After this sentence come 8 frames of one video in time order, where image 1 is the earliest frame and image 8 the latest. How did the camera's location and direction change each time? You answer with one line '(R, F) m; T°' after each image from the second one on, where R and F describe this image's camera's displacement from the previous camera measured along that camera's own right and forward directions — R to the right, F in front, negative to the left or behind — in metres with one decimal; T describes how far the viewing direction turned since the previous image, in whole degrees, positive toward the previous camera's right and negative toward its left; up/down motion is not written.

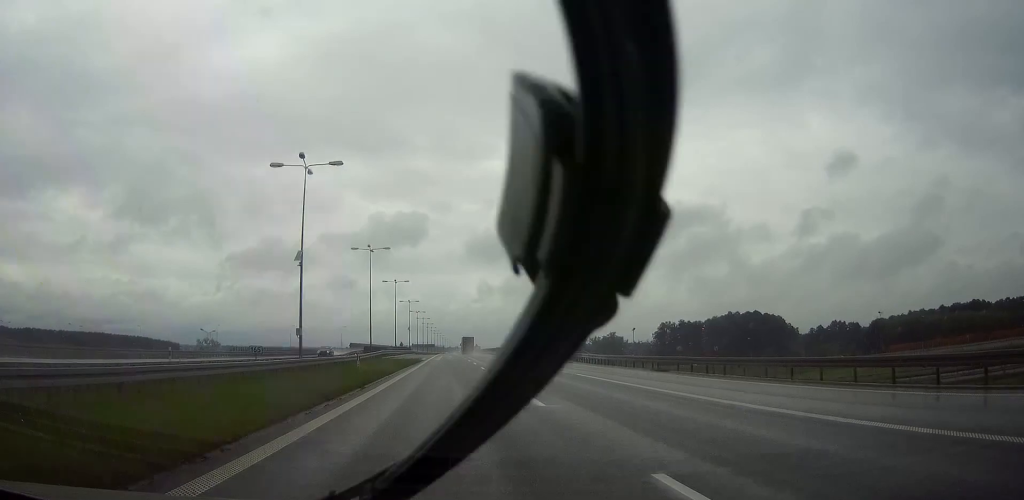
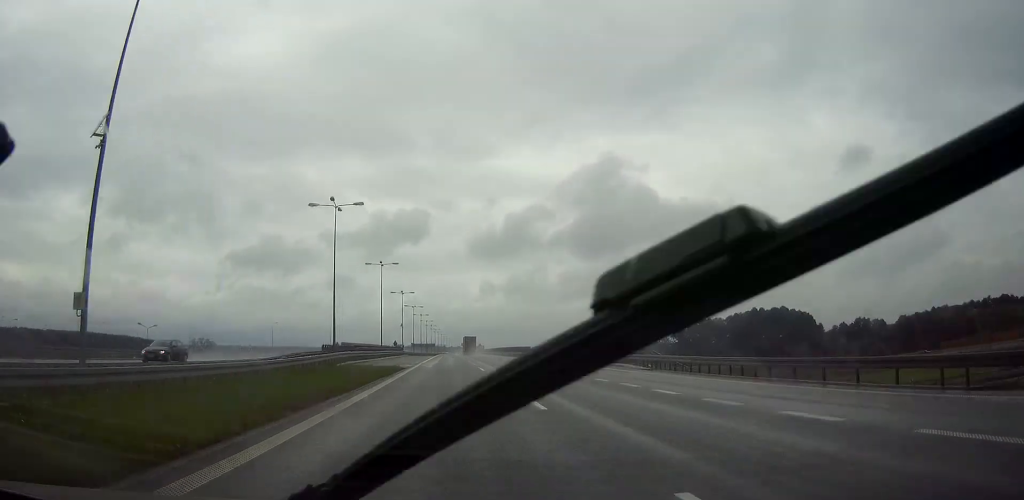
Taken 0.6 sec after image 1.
(0.0, +24.6) m; 0°
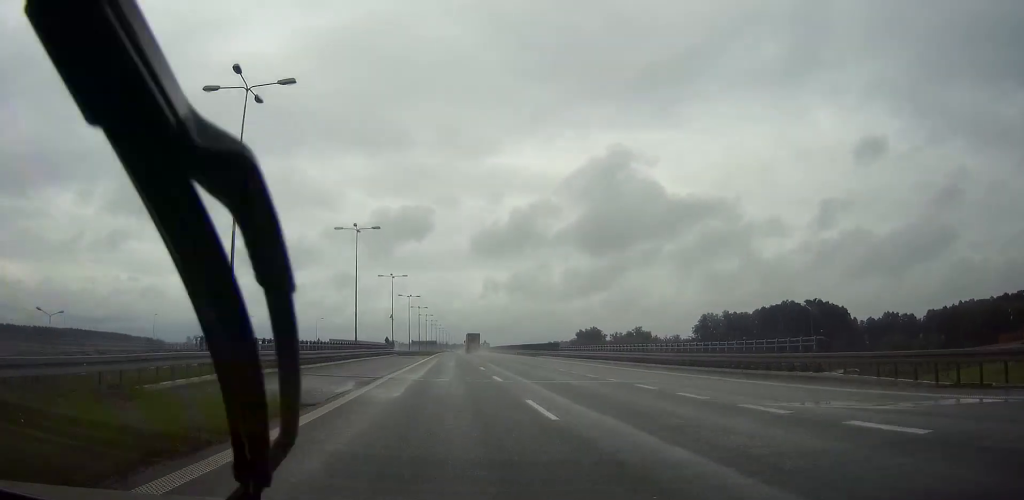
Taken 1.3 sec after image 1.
(0.0, +25.8) m; 0°
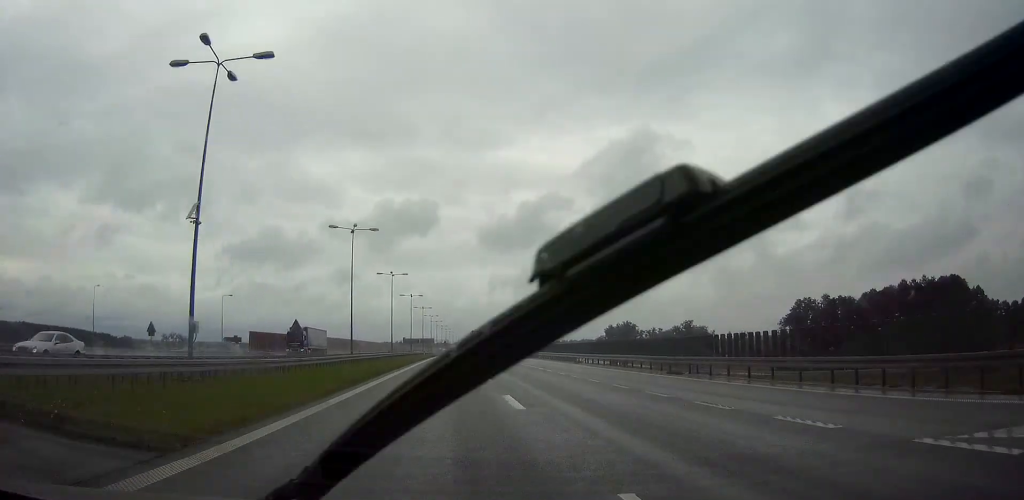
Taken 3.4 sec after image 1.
(+0.4, +80.8) m; +1°
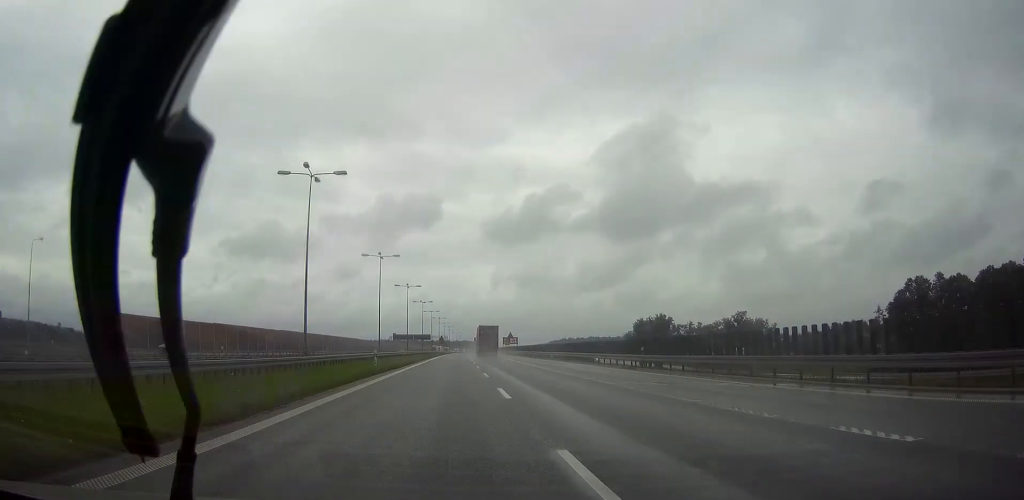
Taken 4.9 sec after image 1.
(0.0, +57.2) m; 0°
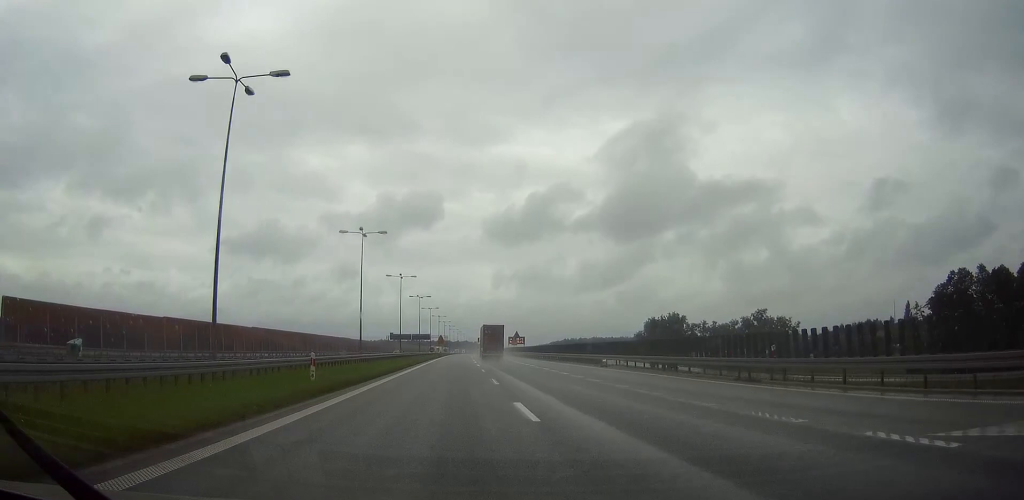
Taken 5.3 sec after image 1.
(0.0, +16.5) m; 0°
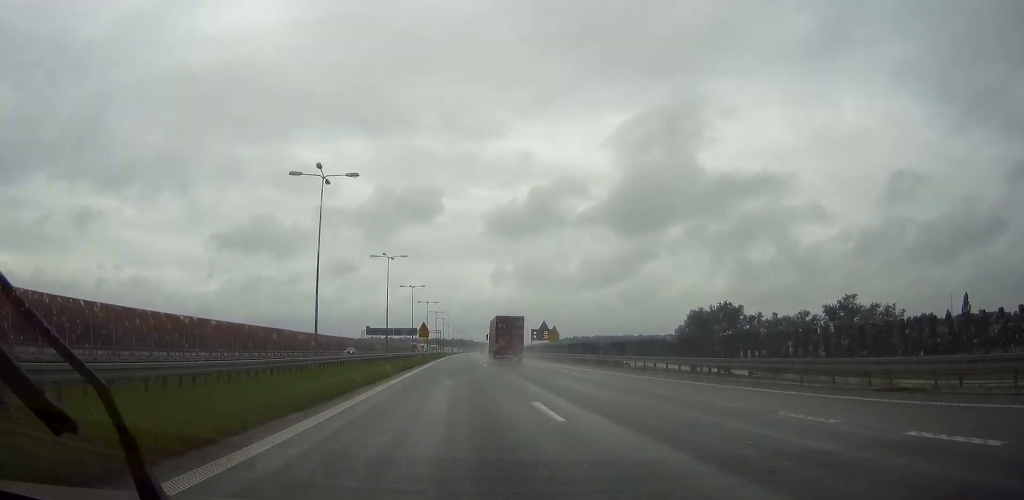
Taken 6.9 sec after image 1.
(0.0, +59.5) m; 0°
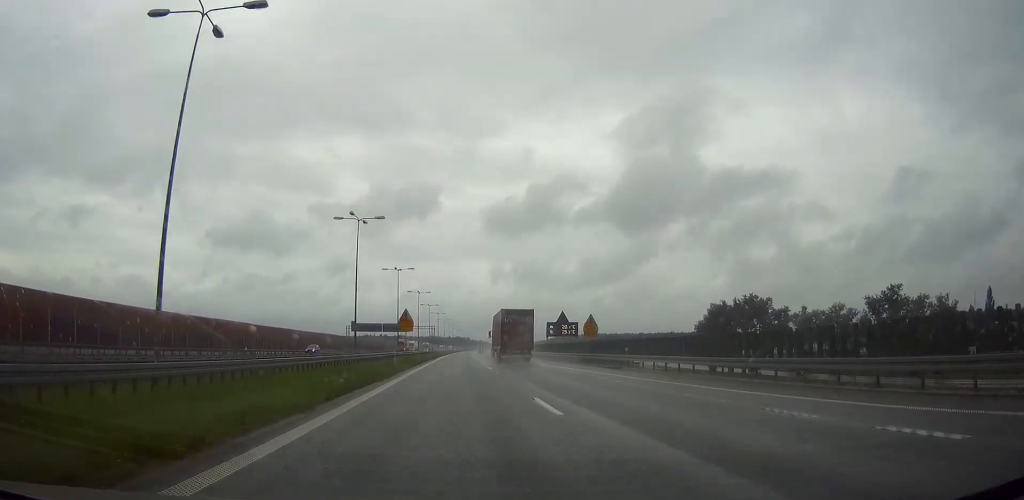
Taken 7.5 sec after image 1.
(0.0, +22.7) m; 0°
